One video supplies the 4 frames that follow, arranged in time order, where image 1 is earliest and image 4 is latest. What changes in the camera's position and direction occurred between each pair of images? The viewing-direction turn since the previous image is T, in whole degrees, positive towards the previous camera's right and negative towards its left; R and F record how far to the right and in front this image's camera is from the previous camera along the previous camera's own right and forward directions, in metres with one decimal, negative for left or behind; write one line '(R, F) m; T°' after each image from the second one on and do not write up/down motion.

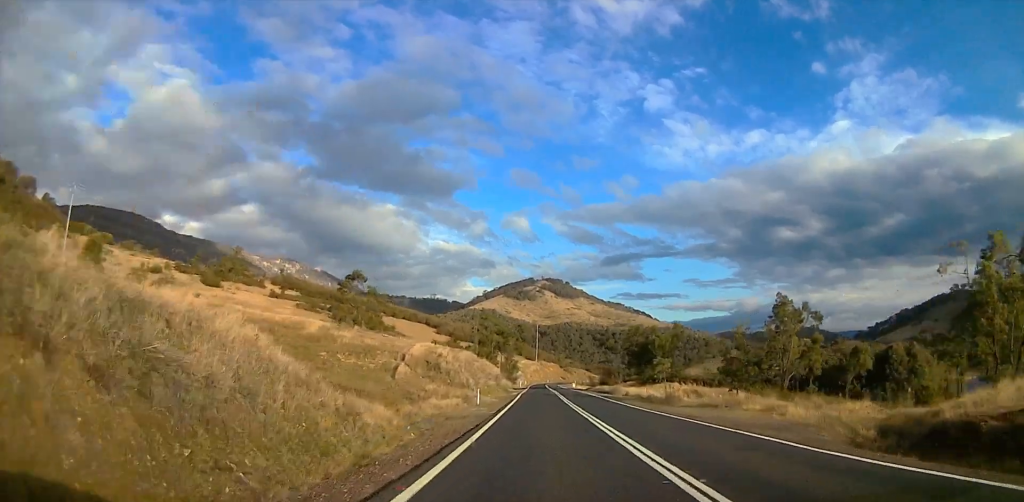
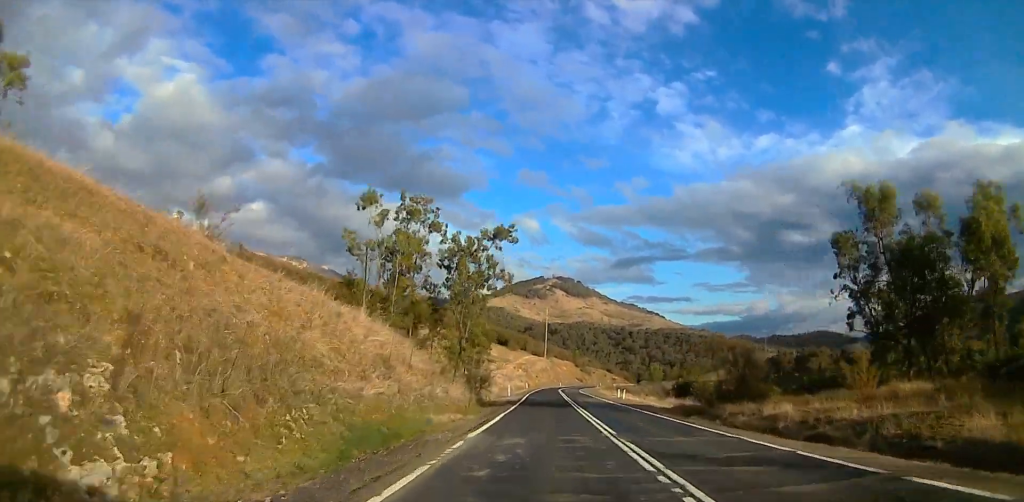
(0.0, +65.3) m; 0°
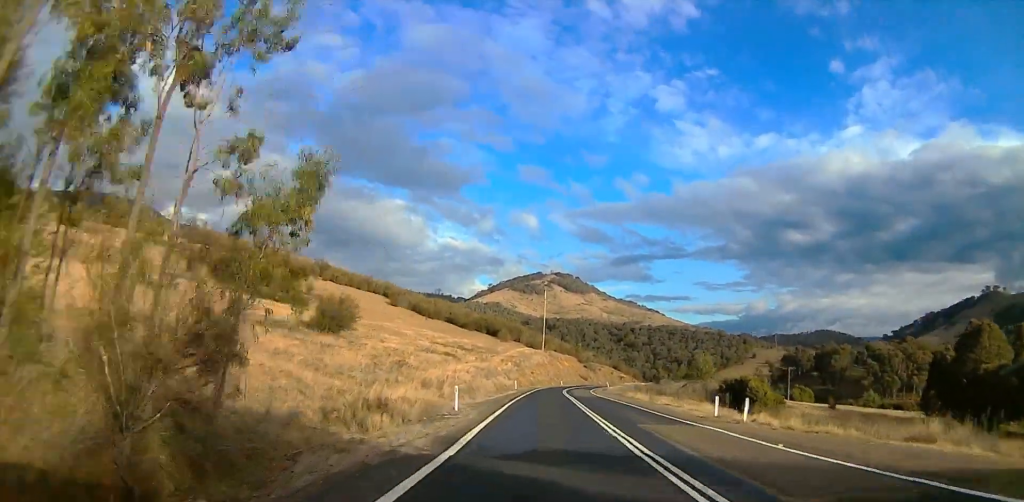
(0.0, +35.0) m; 0°
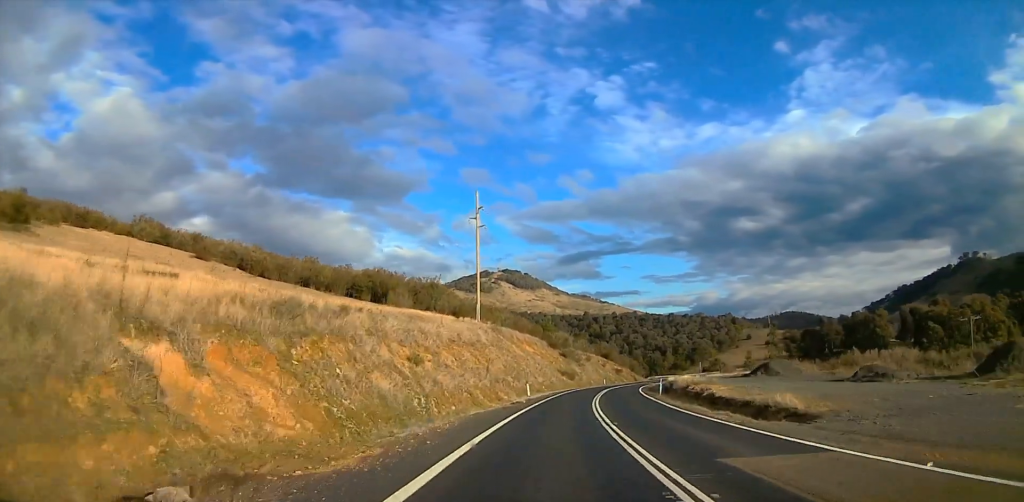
(+0.1, +91.3) m; +3°
